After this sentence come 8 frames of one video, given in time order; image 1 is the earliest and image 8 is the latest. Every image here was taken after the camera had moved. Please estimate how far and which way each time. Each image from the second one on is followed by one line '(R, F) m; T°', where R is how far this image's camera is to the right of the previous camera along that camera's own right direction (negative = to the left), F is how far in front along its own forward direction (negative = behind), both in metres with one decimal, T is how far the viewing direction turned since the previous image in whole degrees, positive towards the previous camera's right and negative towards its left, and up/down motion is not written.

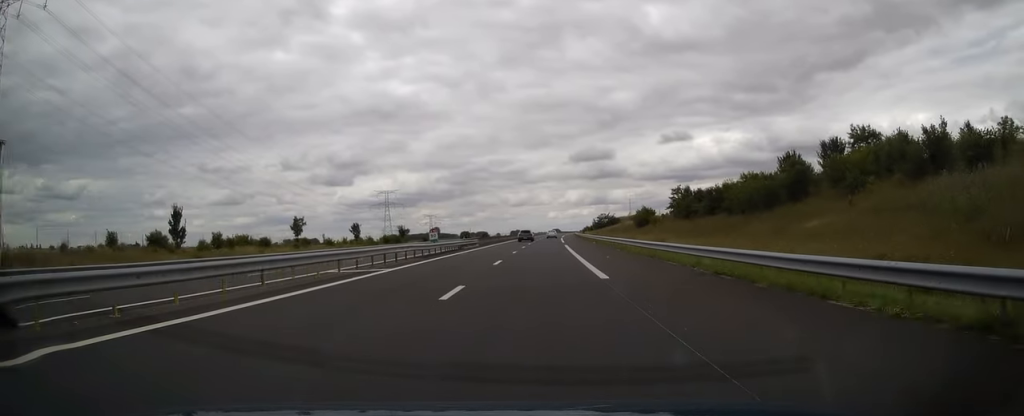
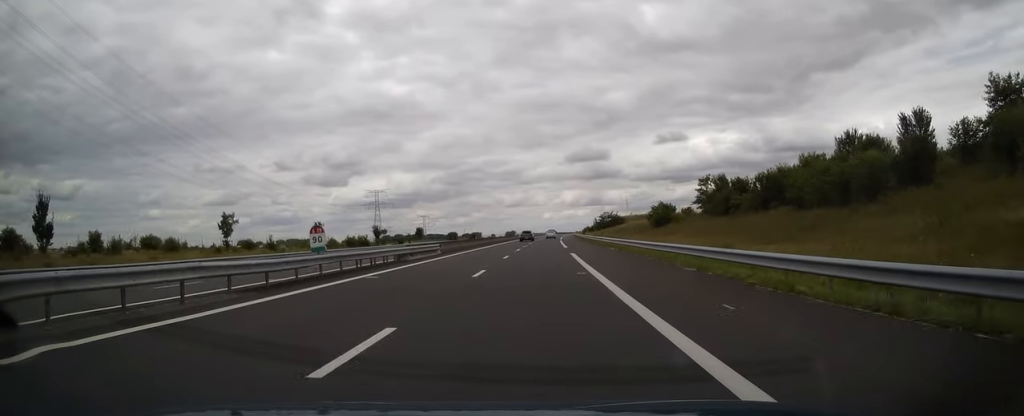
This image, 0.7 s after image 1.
(+0.2, +19.5) m; +1°
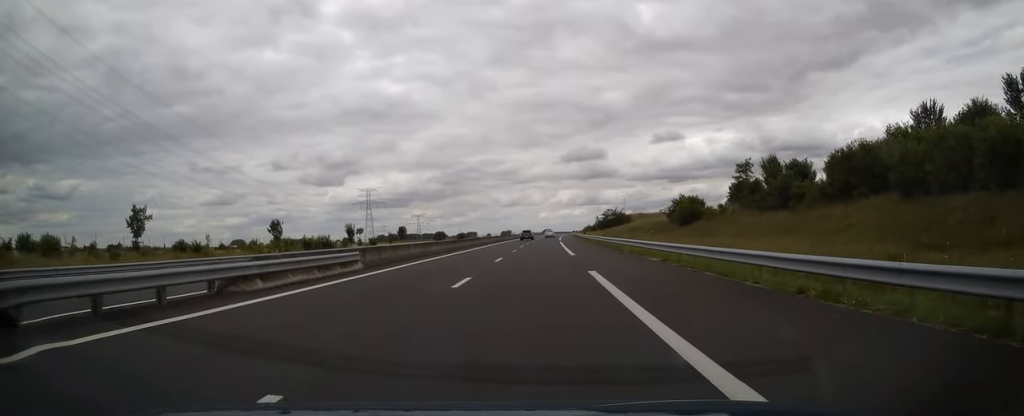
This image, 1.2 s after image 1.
(0.0, +16.6) m; 0°
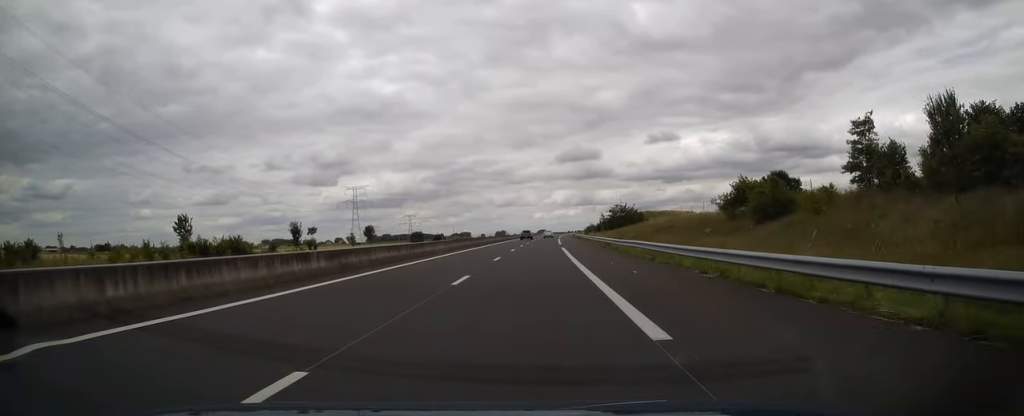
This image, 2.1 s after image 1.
(-0.1, +24.8) m; 0°
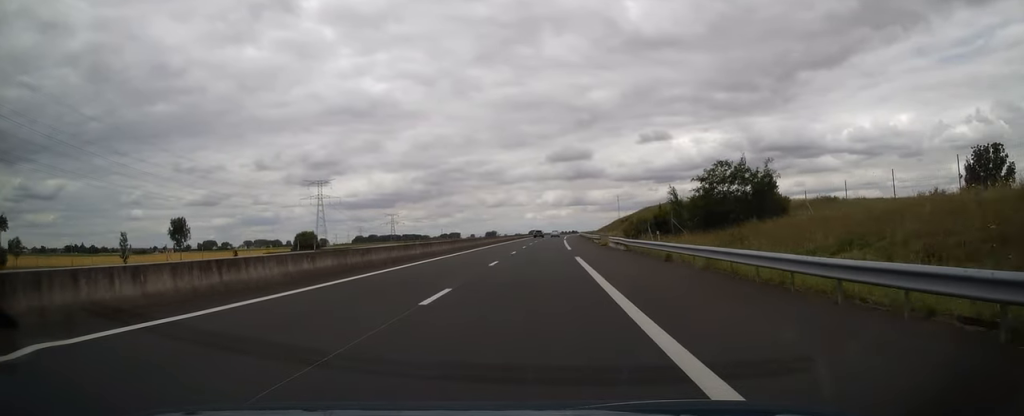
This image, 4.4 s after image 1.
(+0.9, +68.7) m; +1°
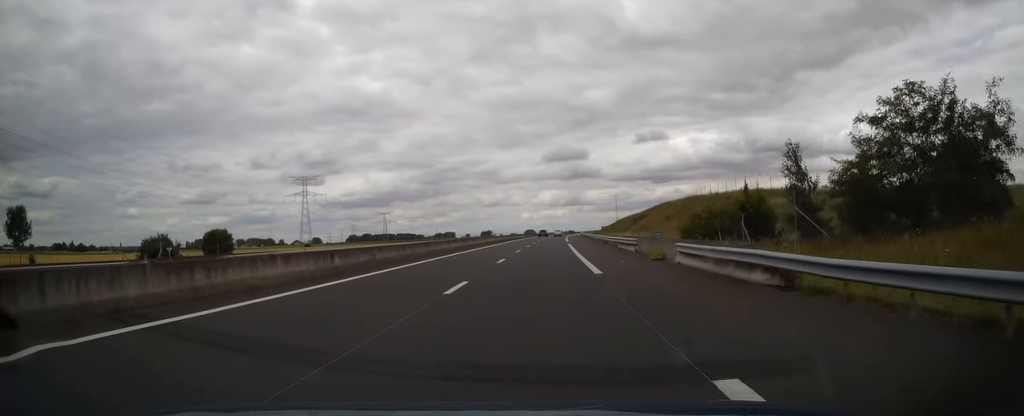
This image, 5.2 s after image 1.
(+0.1, +23.9) m; +1°
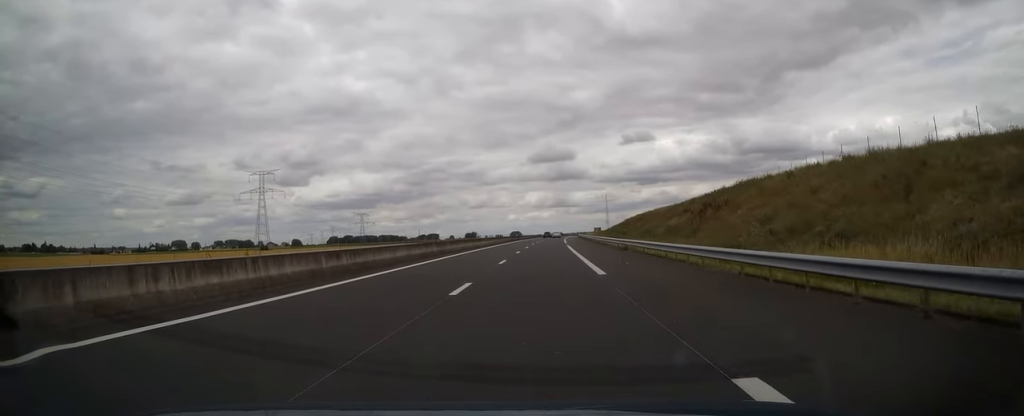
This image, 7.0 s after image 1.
(+0.4, +51.7) m; +1°
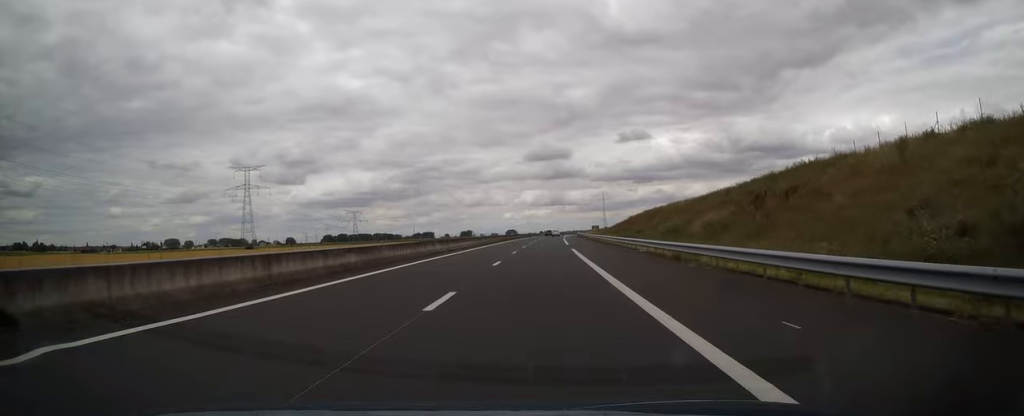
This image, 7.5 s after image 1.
(-0.1, +15.6) m; 0°
